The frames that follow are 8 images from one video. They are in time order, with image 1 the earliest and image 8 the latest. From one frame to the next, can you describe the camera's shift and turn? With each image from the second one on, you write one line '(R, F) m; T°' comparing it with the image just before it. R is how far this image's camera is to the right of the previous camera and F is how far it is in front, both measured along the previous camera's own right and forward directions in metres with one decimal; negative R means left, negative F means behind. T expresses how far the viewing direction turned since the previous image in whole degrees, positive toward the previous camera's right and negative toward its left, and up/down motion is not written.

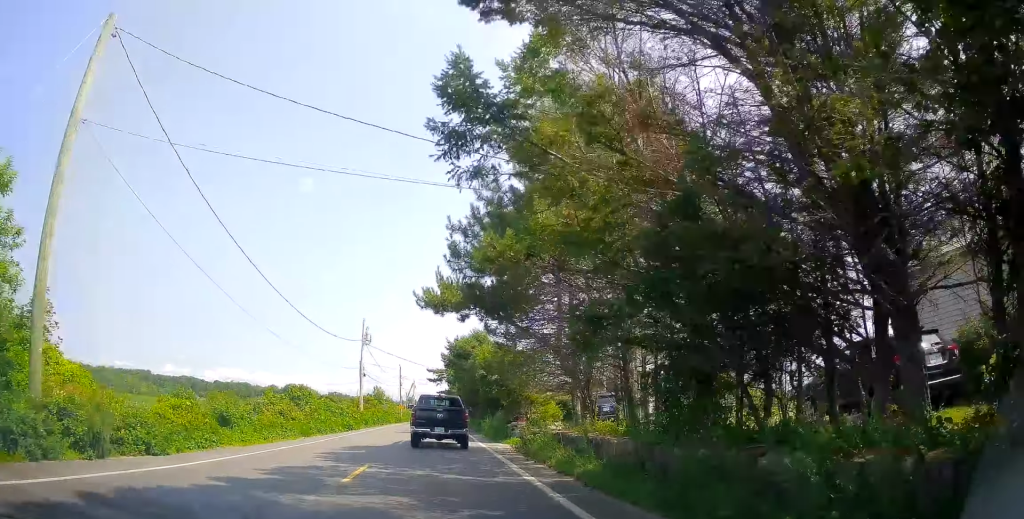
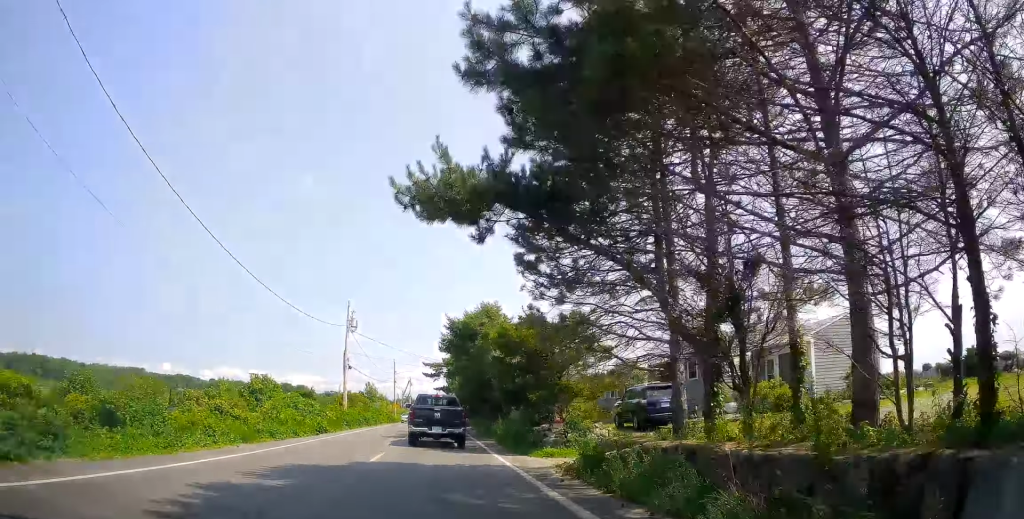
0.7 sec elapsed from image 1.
(0.0, +8.3) m; -1°
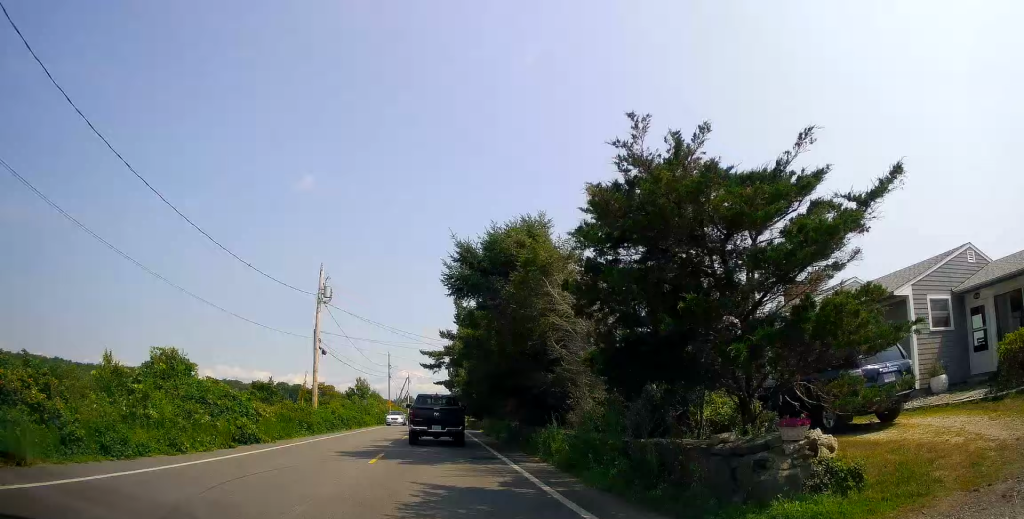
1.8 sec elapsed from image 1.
(-0.3, +12.2) m; -2°
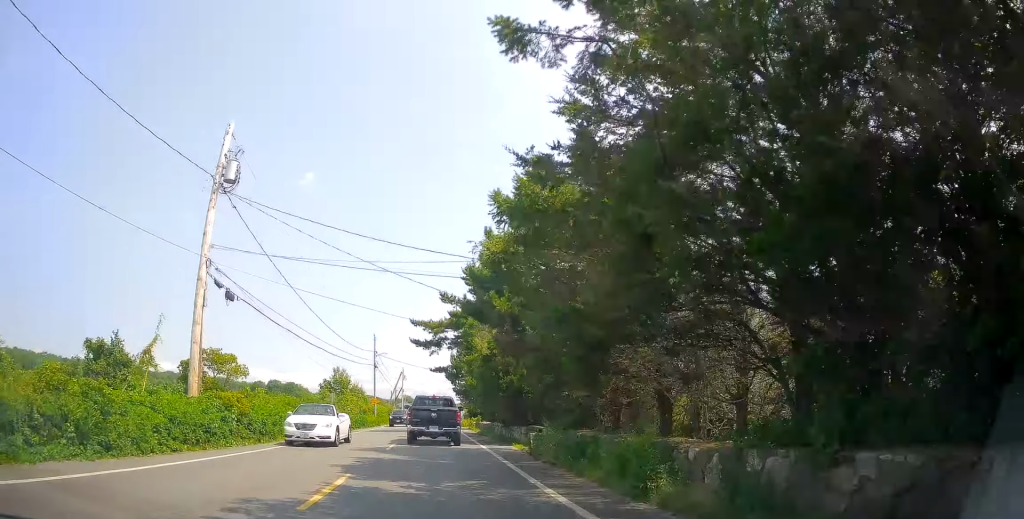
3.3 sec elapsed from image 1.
(-0.3, +19.0) m; +1°
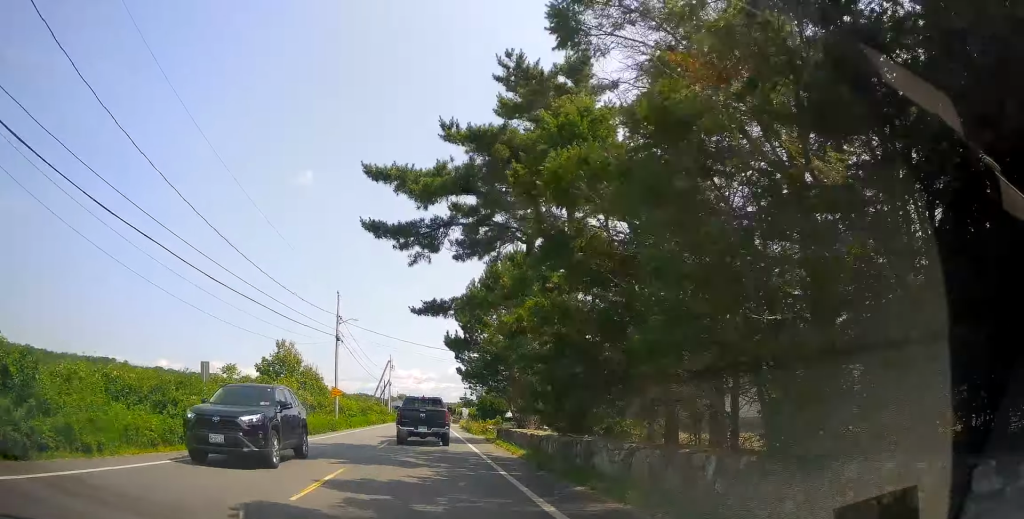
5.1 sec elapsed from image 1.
(+1.4, +23.6) m; +3°
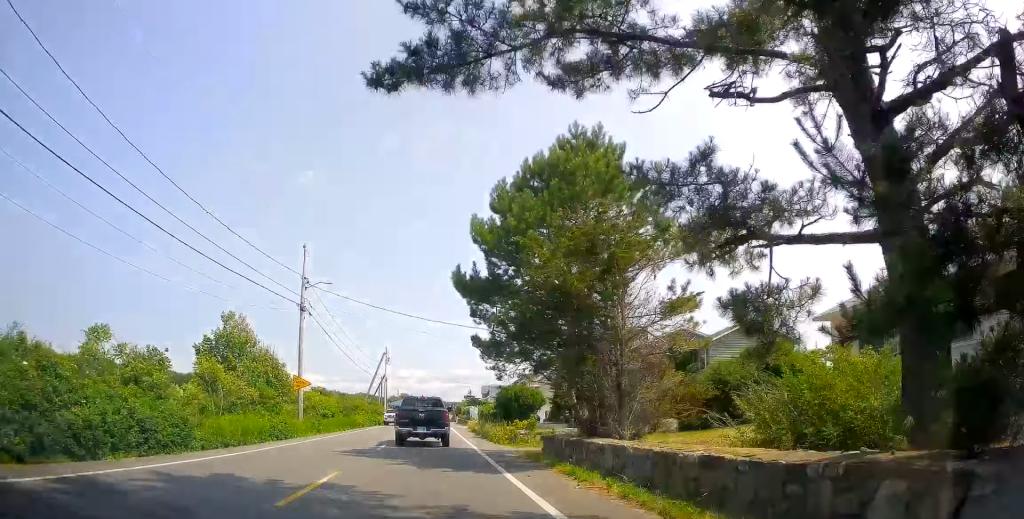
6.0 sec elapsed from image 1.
(-0.3, +12.6) m; -1°
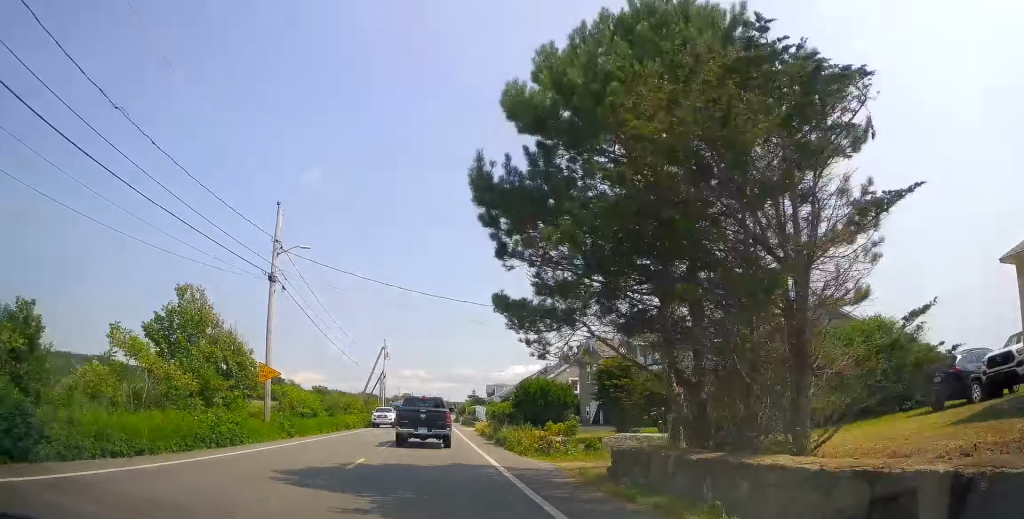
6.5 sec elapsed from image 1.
(-0.1, +6.7) m; 0°
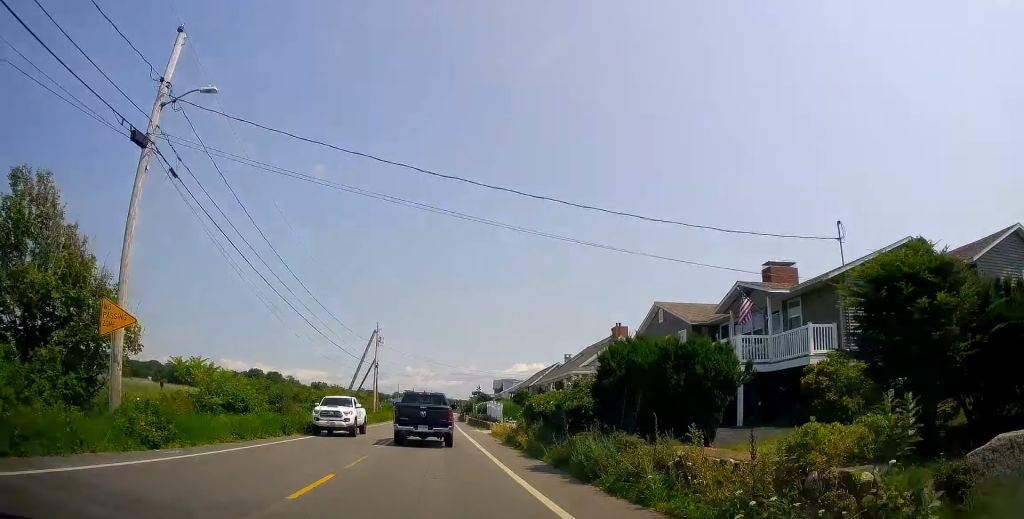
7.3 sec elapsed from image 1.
(+0.3, +12.9) m; 0°
